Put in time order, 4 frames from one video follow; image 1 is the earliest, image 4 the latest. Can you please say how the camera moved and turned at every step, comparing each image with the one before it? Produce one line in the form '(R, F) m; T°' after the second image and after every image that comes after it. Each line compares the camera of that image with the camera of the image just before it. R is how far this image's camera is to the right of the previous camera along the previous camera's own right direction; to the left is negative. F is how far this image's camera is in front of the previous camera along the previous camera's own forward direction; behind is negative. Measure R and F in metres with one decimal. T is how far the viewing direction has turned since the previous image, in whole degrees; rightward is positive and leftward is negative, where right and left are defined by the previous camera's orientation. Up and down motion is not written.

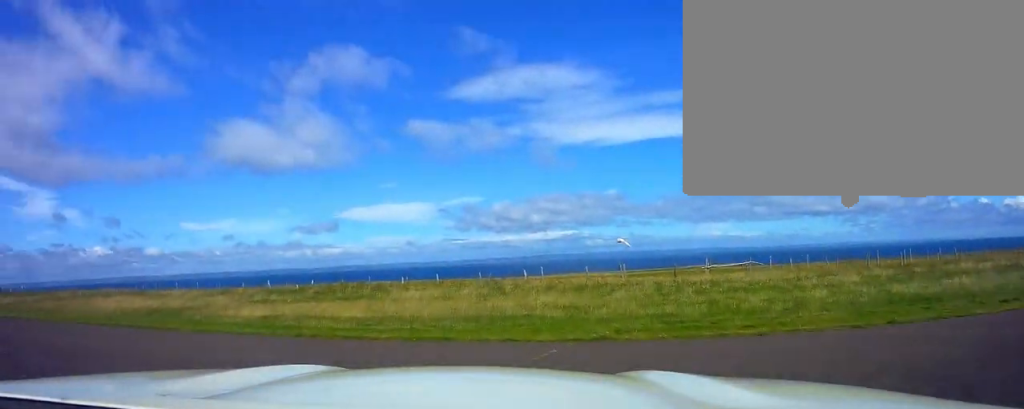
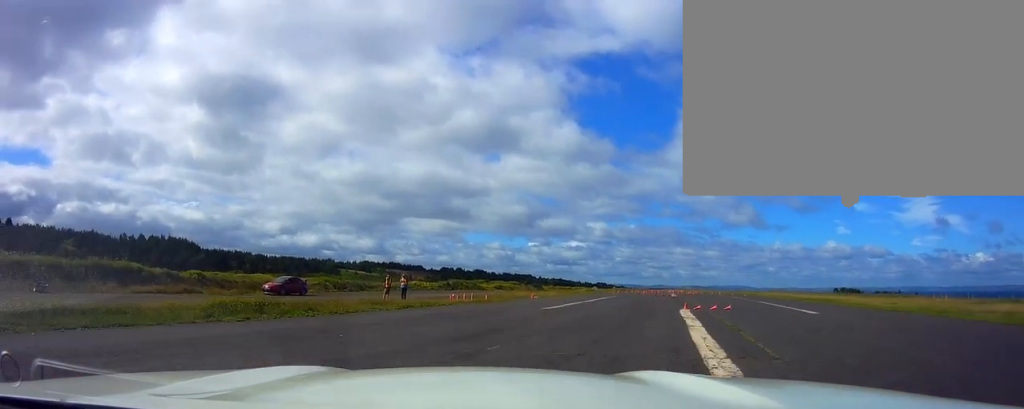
(+0.7, +5.7) m; -28°
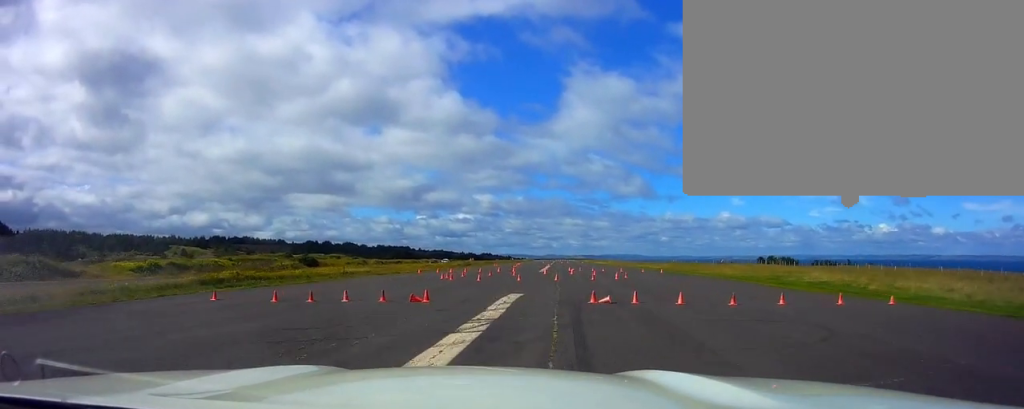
(+2.3, +31.6) m; +1°
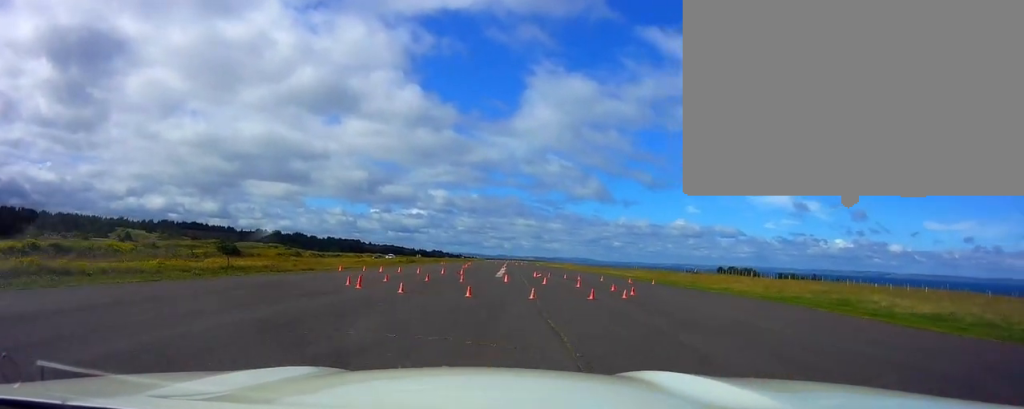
(-1.6, +12.0) m; -4°
